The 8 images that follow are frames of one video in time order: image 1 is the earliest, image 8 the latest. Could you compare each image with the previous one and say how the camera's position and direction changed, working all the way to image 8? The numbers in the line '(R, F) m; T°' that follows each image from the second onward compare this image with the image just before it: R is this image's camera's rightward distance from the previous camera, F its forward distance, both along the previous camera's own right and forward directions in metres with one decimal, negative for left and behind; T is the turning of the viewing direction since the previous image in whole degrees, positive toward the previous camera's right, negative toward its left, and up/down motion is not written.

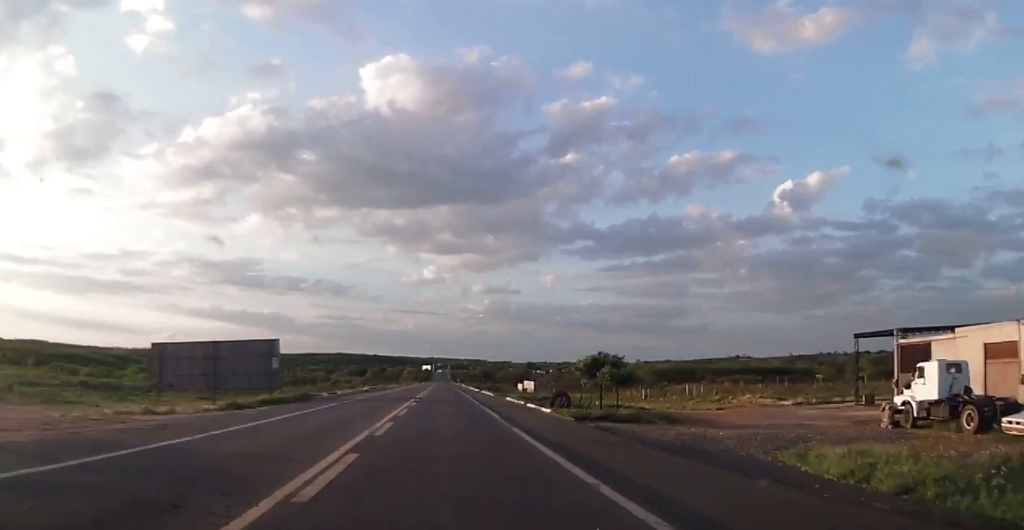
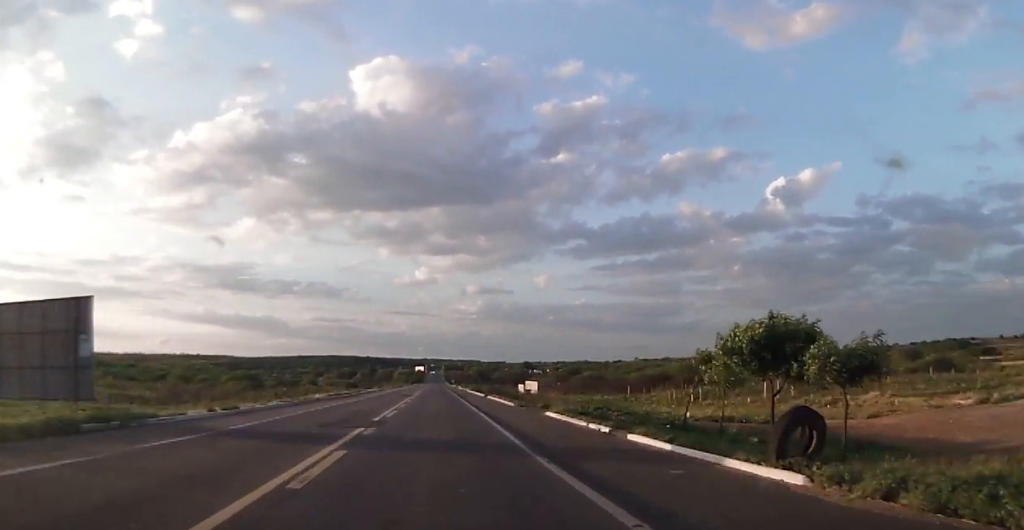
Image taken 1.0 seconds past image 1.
(+0.5, +22.5) m; +3°
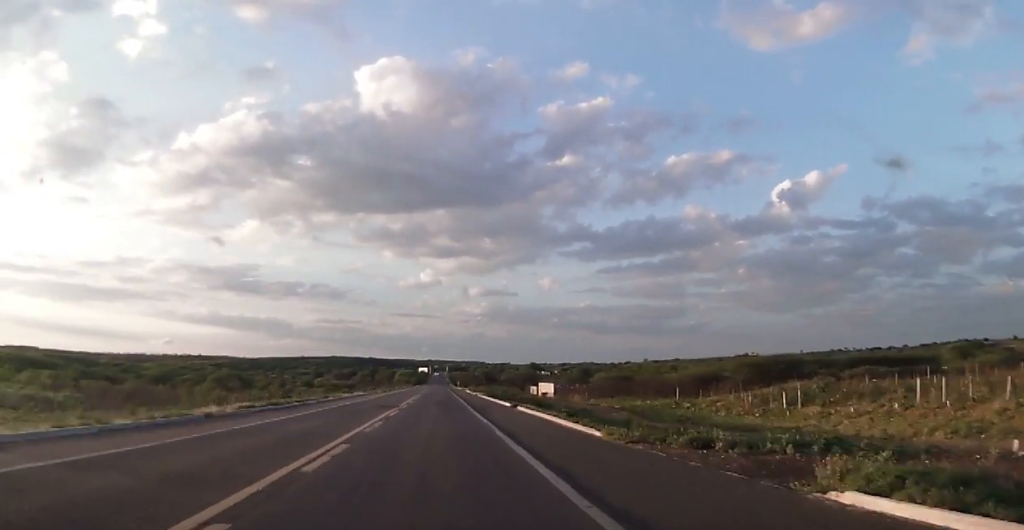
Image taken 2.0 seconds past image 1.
(+0.5, +21.6) m; 0°
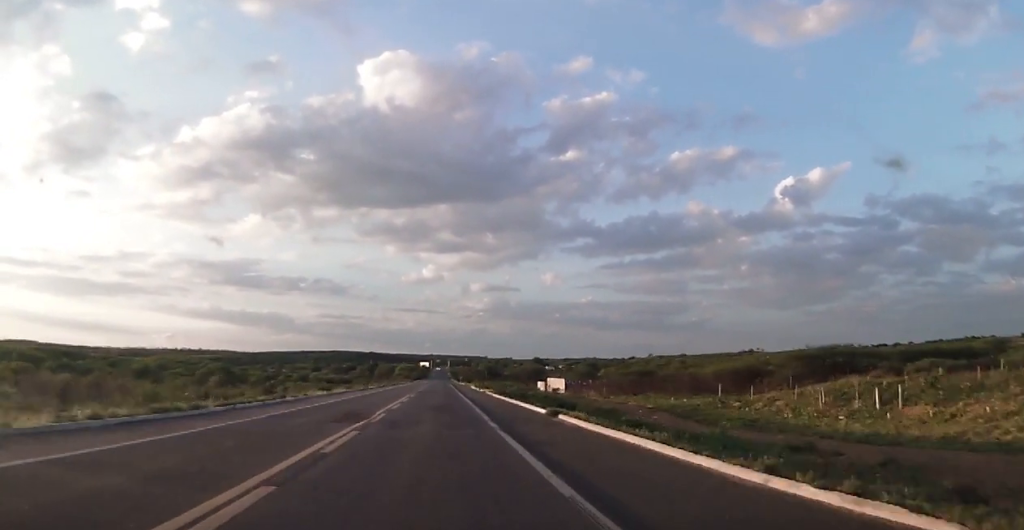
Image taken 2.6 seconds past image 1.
(-0.2, +13.7) m; -1°
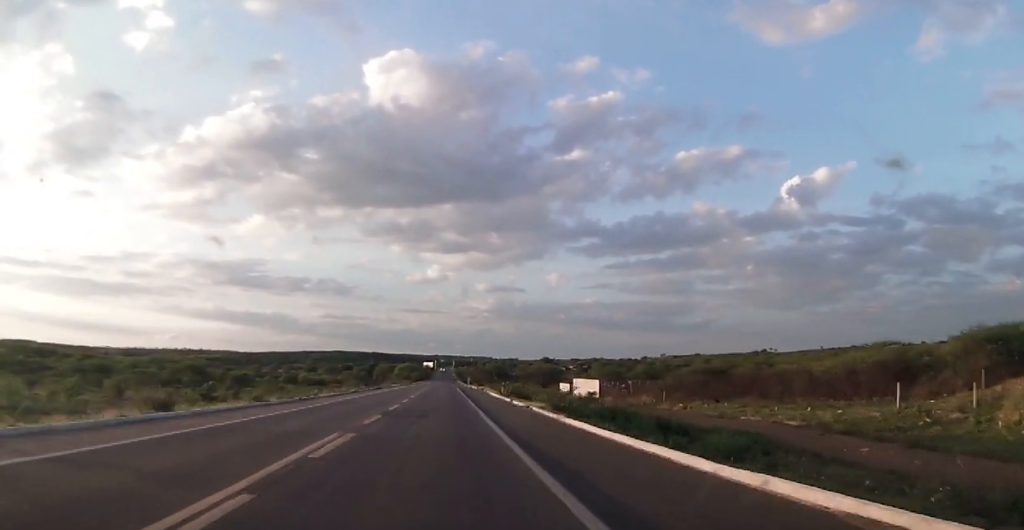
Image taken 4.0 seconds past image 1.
(-0.4, +31.6) m; -1°
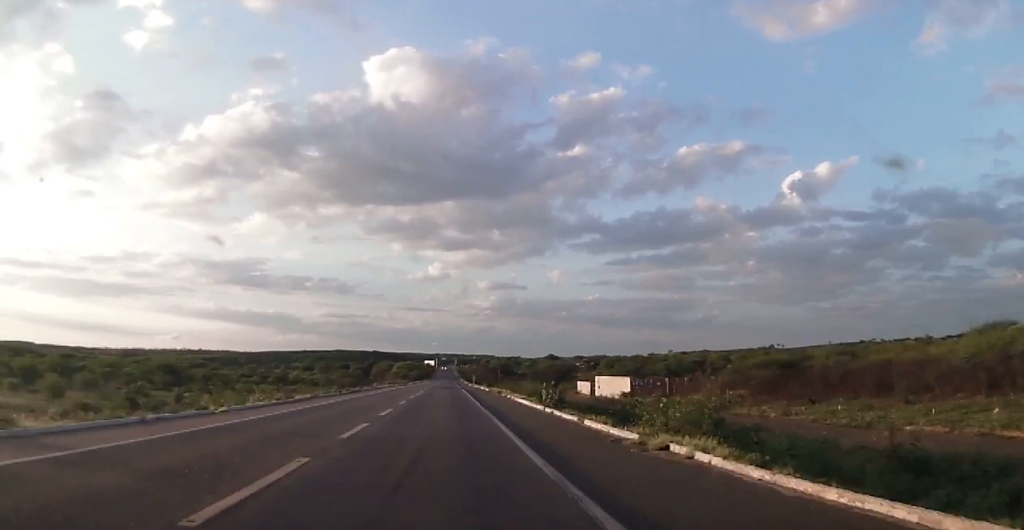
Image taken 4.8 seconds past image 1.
(0.0, +20.6) m; -1°
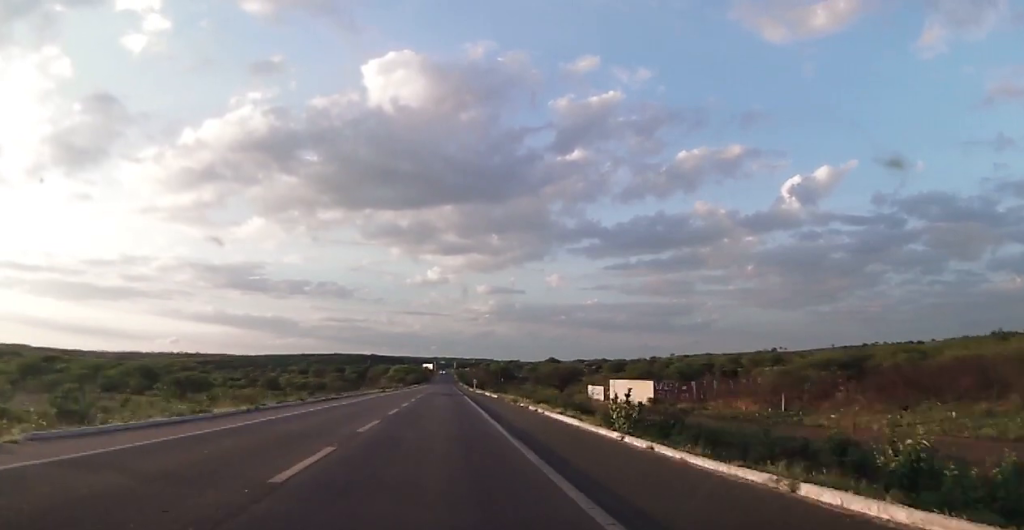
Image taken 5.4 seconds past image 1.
(-0.1, +12.9) m; 0°
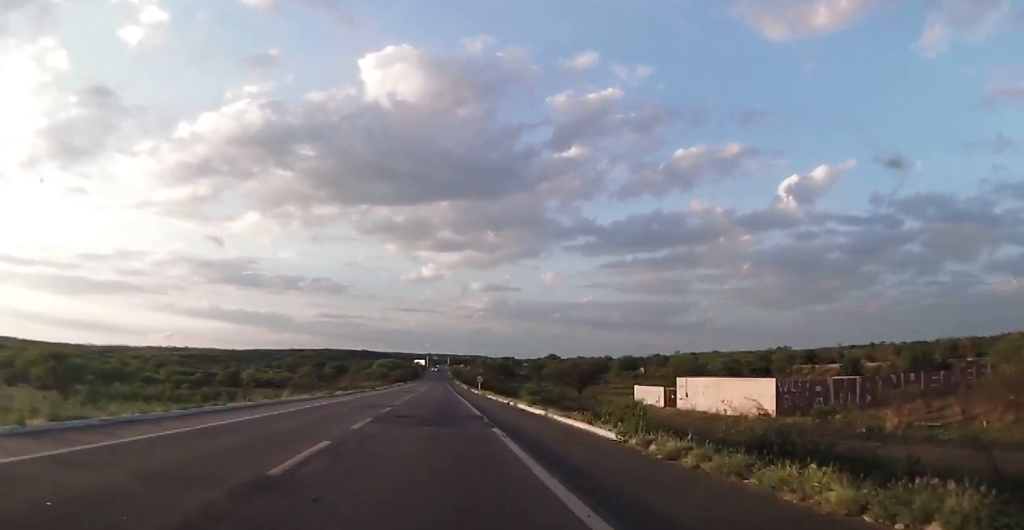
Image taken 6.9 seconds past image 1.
(+0.1, +38.5) m; +1°
